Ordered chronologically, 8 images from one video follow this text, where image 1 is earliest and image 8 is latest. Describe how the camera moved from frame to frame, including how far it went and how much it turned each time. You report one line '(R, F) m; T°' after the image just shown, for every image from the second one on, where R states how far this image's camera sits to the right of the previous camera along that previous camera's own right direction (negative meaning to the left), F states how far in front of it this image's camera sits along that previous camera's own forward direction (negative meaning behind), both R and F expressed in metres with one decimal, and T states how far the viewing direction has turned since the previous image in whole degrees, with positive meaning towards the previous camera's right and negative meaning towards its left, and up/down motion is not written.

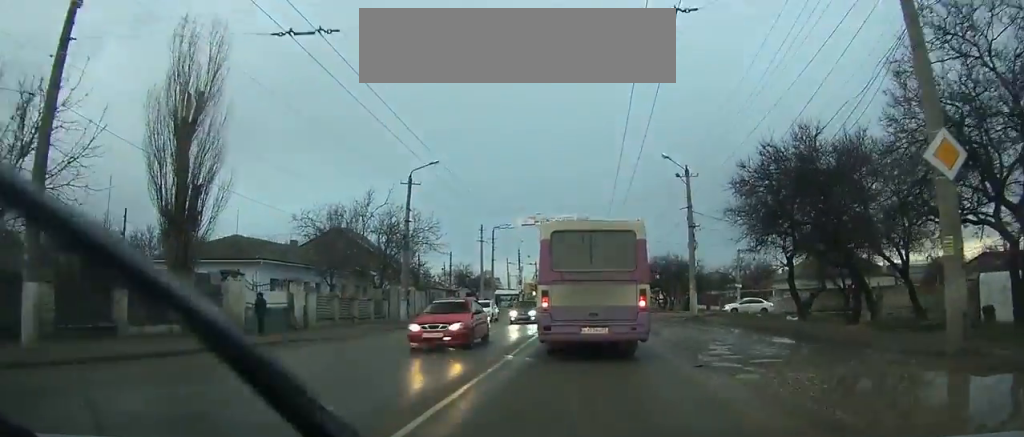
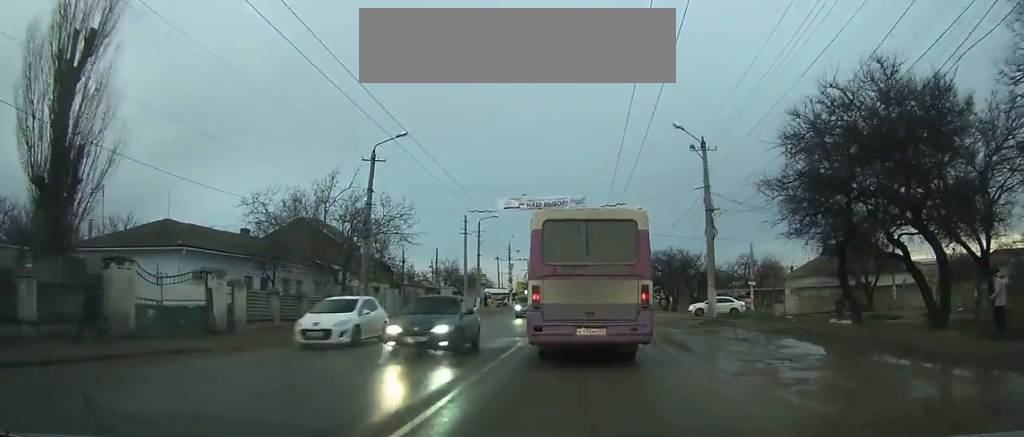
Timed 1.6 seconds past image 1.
(+0.2, +4.7) m; 0°
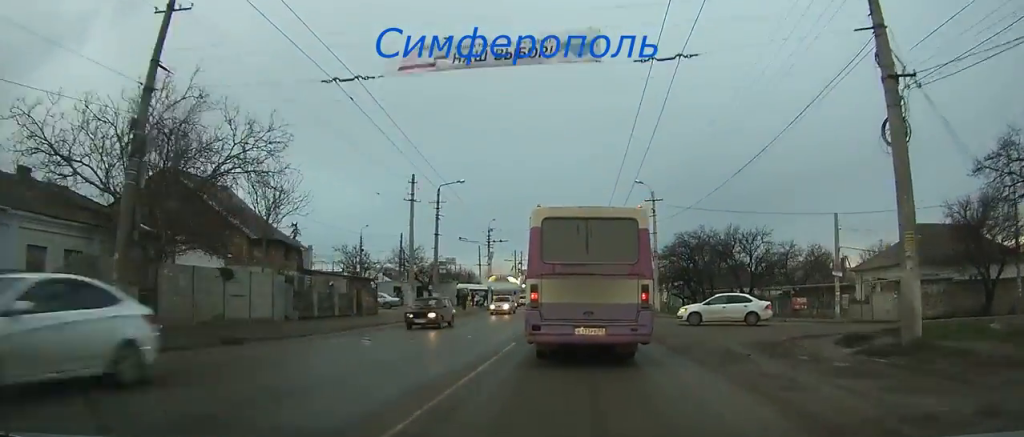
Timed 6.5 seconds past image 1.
(0.0, +17.1) m; 0°
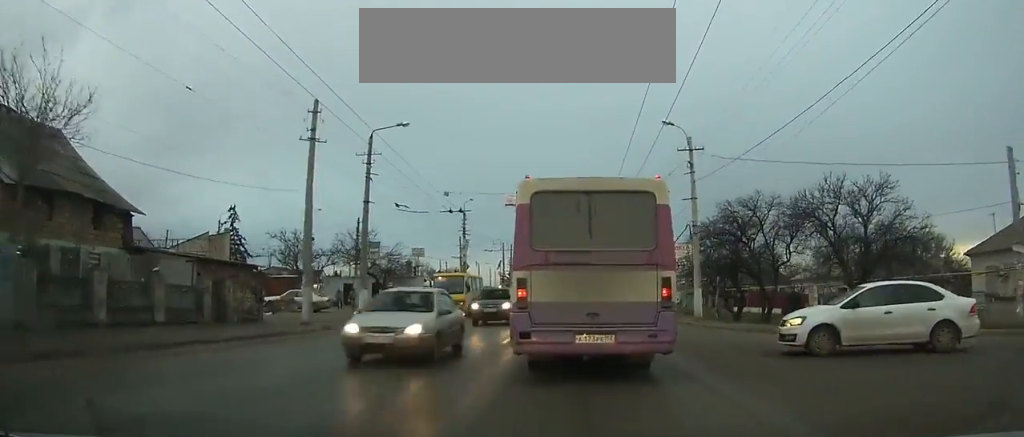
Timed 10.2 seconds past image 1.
(+0.1, +13.8) m; -1°
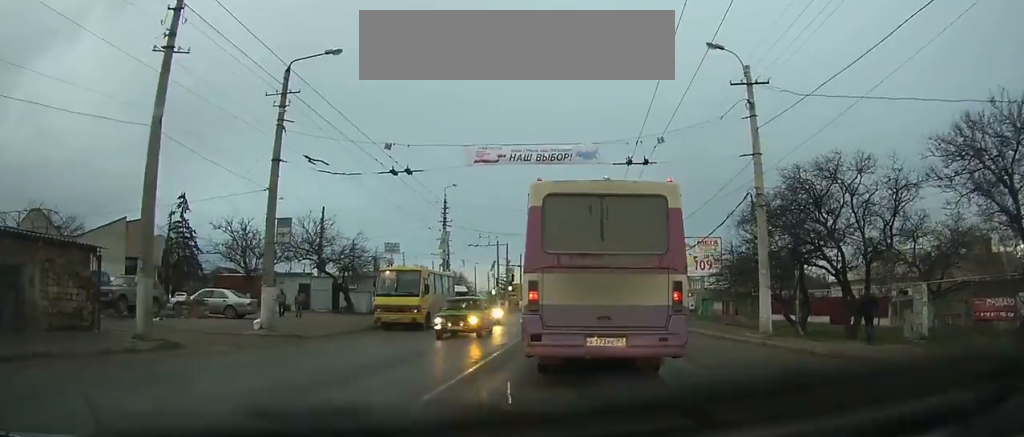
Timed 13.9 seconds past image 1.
(-0.1, +13.0) m; 0°
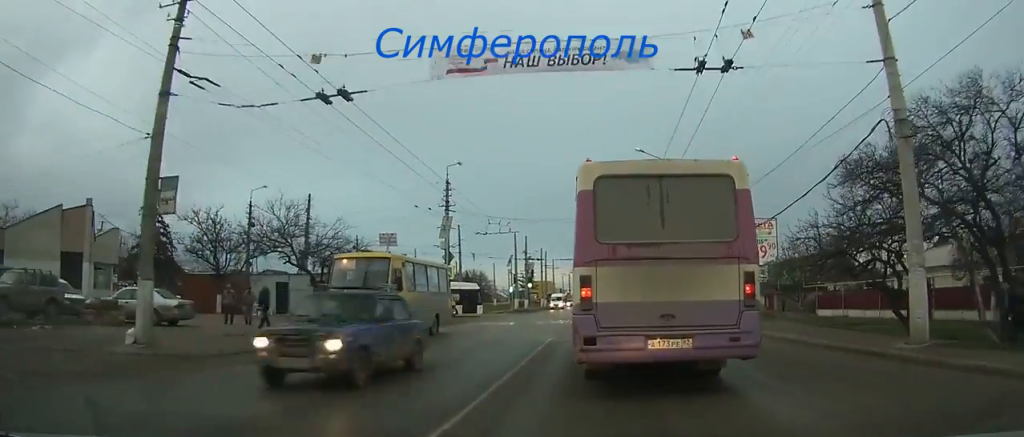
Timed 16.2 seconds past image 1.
(+0.1, +7.5) m; +1°
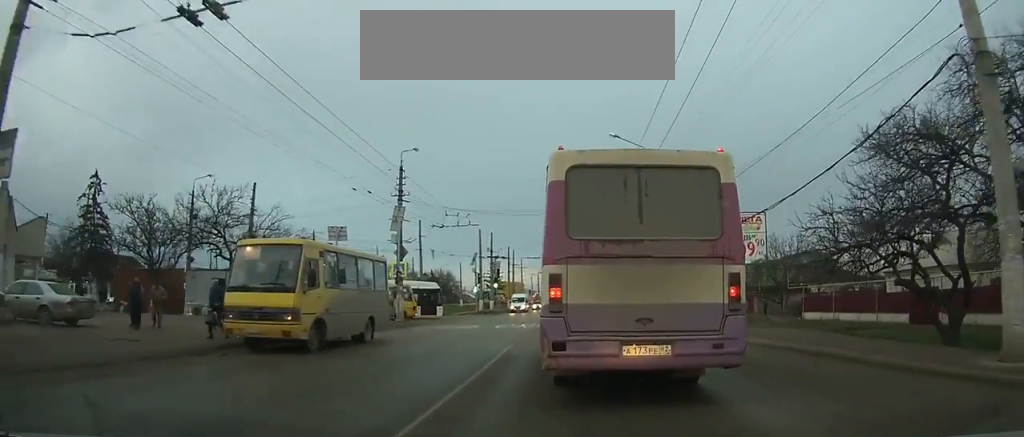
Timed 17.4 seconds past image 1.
(+0.1, +3.8) m; 0°
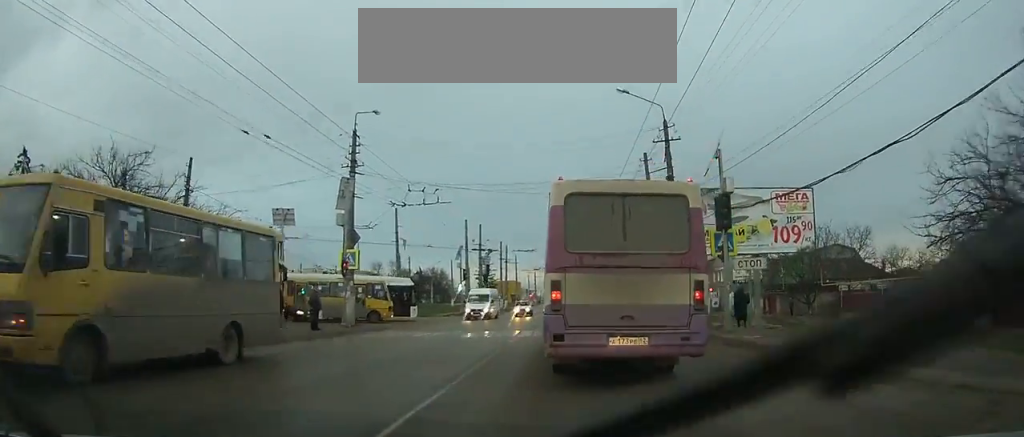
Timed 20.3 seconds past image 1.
(0.0, +8.1) m; 0°
